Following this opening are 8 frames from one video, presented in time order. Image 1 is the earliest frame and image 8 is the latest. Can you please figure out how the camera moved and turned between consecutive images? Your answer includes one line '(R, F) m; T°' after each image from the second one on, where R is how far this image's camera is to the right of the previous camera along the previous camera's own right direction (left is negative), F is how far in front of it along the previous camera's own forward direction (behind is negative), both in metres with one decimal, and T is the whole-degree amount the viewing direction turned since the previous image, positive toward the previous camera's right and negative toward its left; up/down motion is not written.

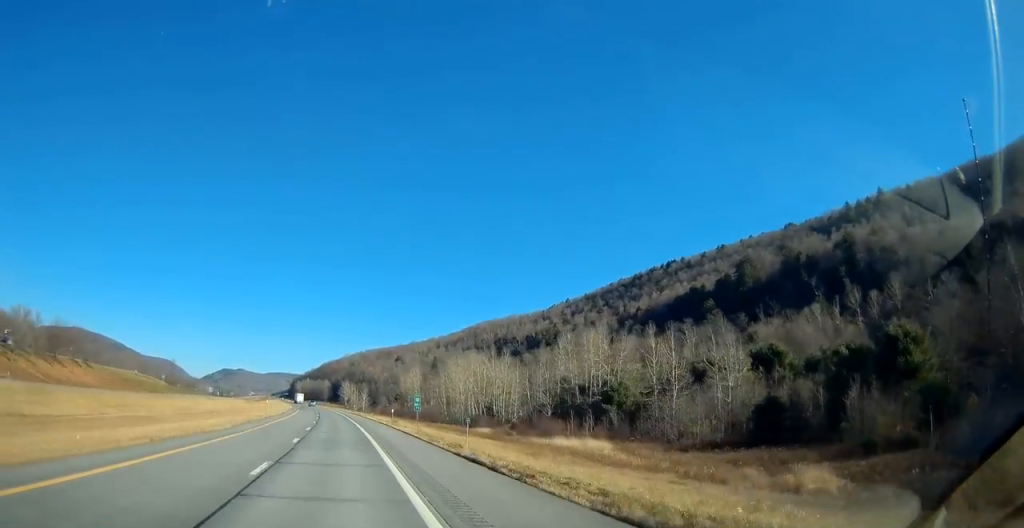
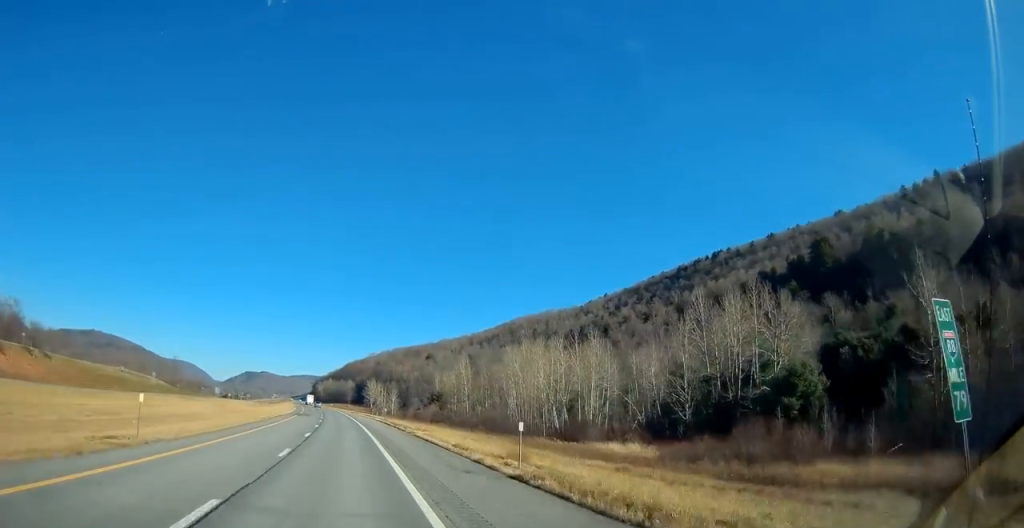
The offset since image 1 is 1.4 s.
(-0.8, +42.7) m; -2°
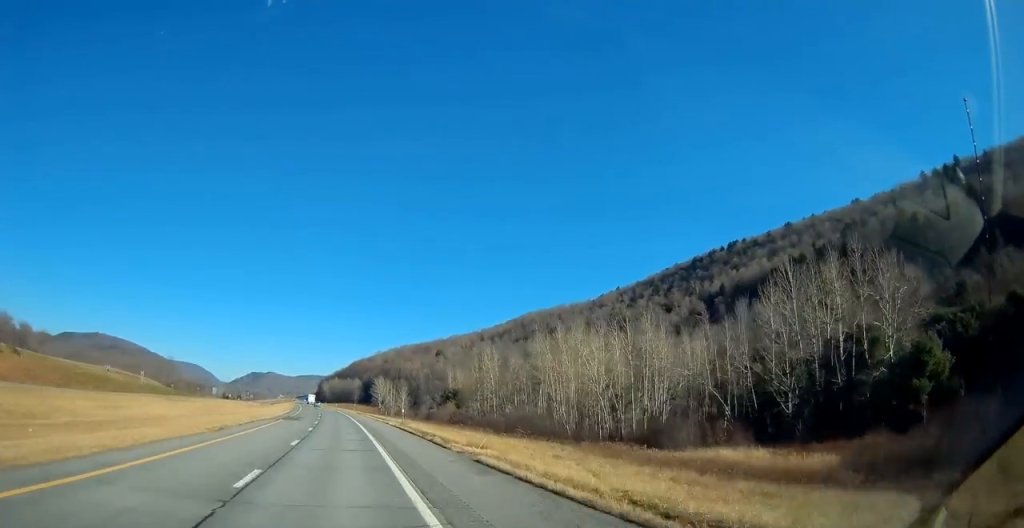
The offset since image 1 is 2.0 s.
(-0.2, +19.4) m; -1°
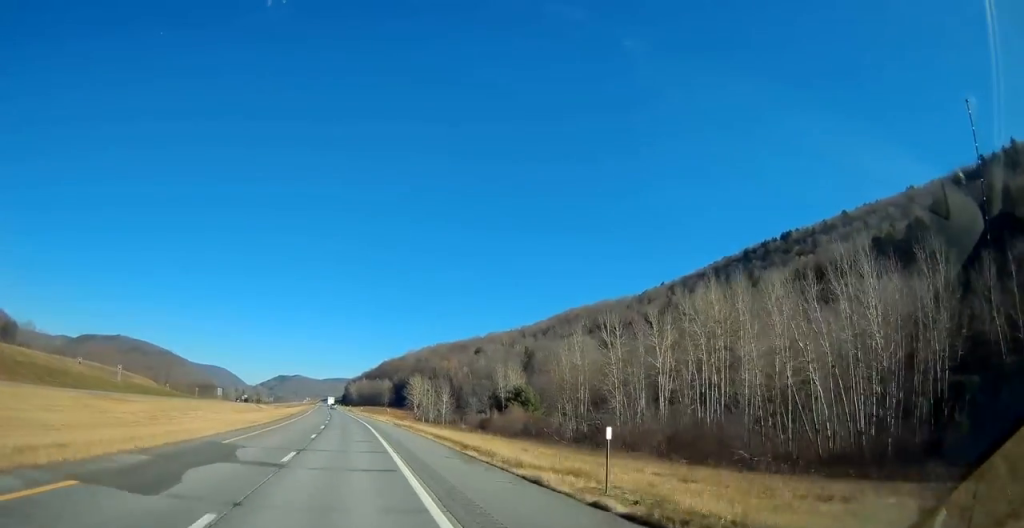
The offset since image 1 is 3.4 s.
(-1.2, +42.6) m; -3°
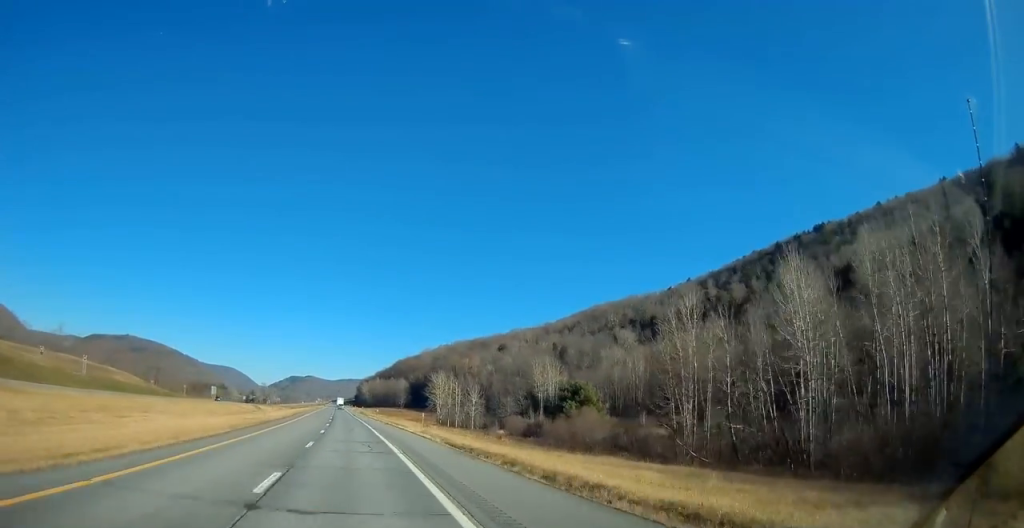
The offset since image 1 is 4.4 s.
(-0.4, +30.3) m; -1°
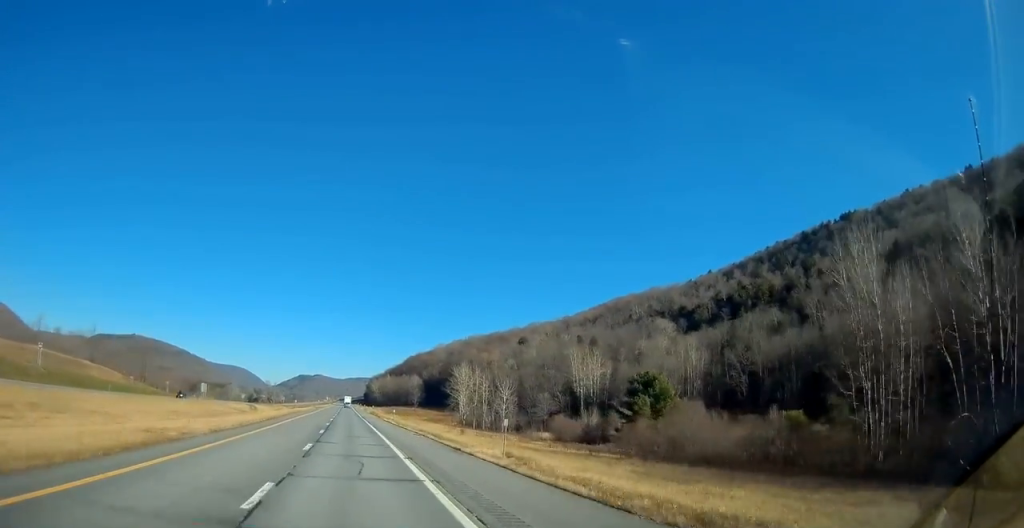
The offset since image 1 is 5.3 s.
(-0.1, +26.2) m; -1°
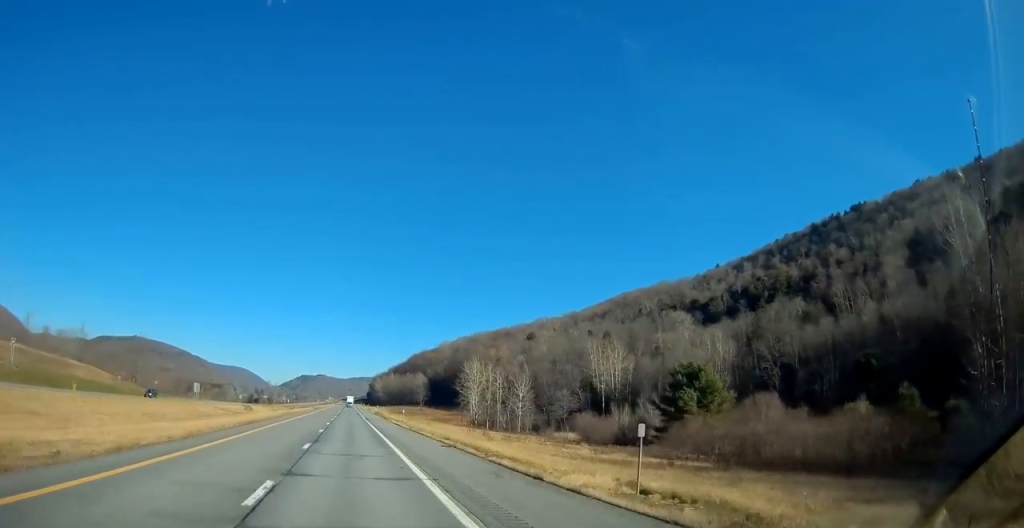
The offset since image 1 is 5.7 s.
(+0.1, +12.1) m; 0°
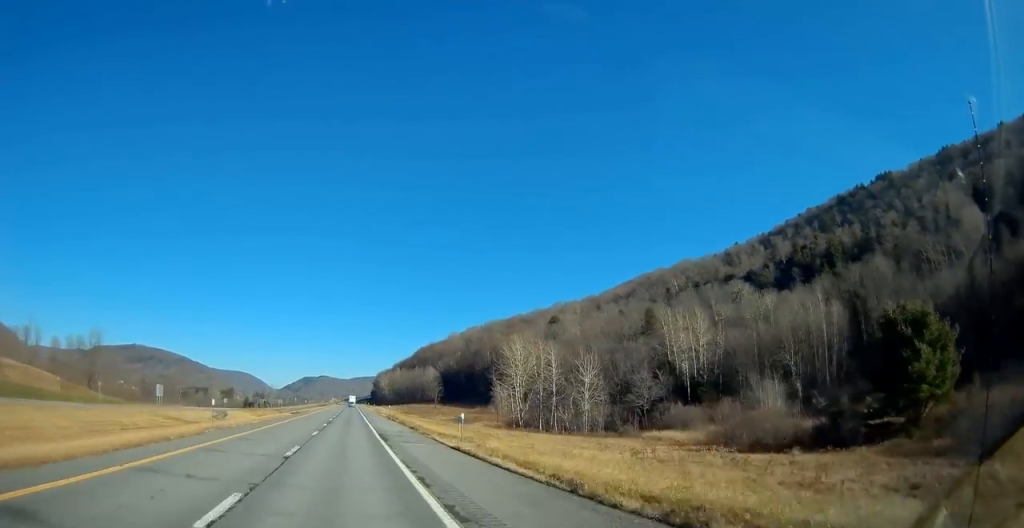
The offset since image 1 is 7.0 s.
(-0.7, +38.3) m; -1°
